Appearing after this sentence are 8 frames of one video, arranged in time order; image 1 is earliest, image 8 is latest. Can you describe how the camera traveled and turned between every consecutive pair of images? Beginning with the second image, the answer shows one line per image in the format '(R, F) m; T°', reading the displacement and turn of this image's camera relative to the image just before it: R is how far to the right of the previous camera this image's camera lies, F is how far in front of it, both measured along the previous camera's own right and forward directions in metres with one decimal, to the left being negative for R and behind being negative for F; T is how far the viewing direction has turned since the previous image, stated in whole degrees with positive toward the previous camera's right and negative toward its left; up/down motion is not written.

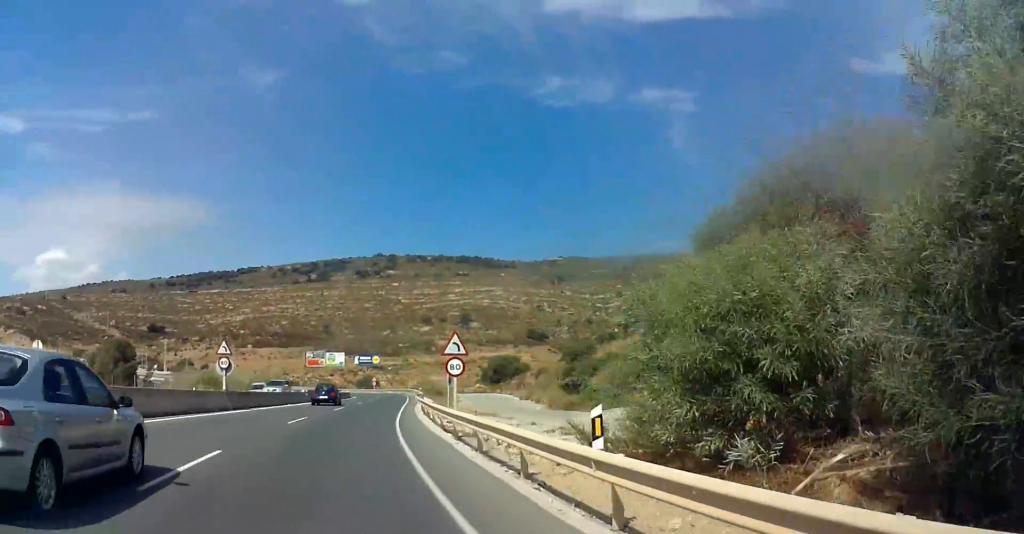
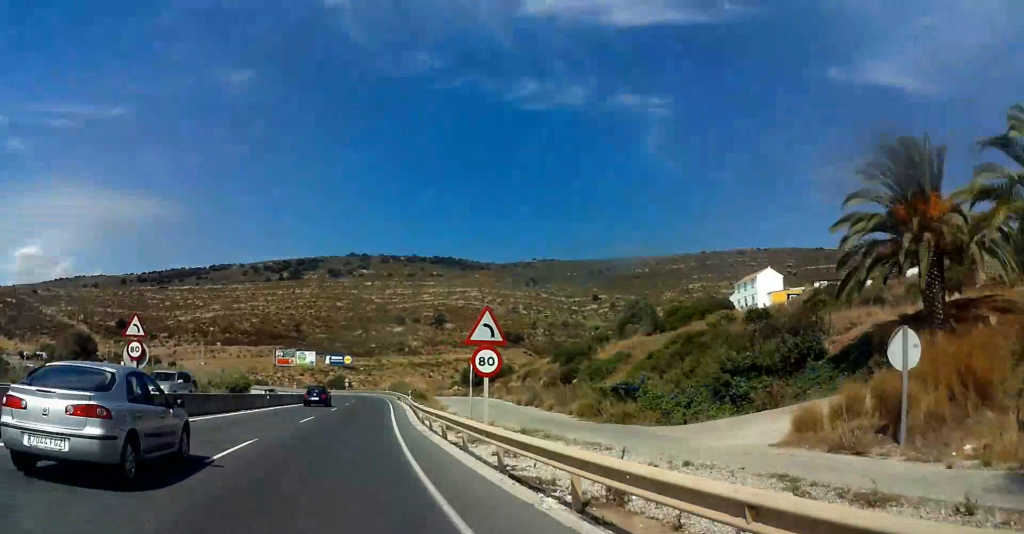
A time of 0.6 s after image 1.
(0.0, +10.6) m; +3°
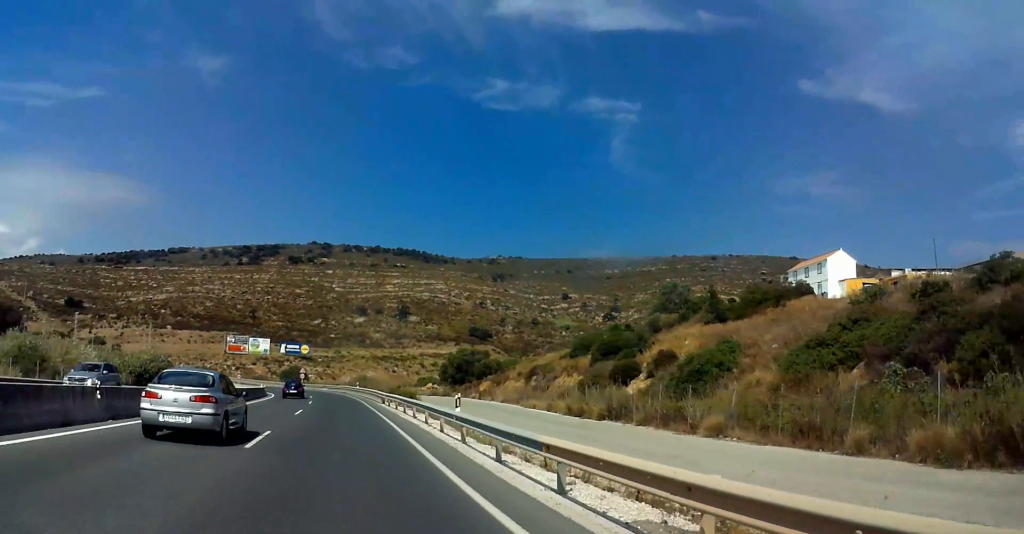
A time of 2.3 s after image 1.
(+1.7, +27.7) m; +5°
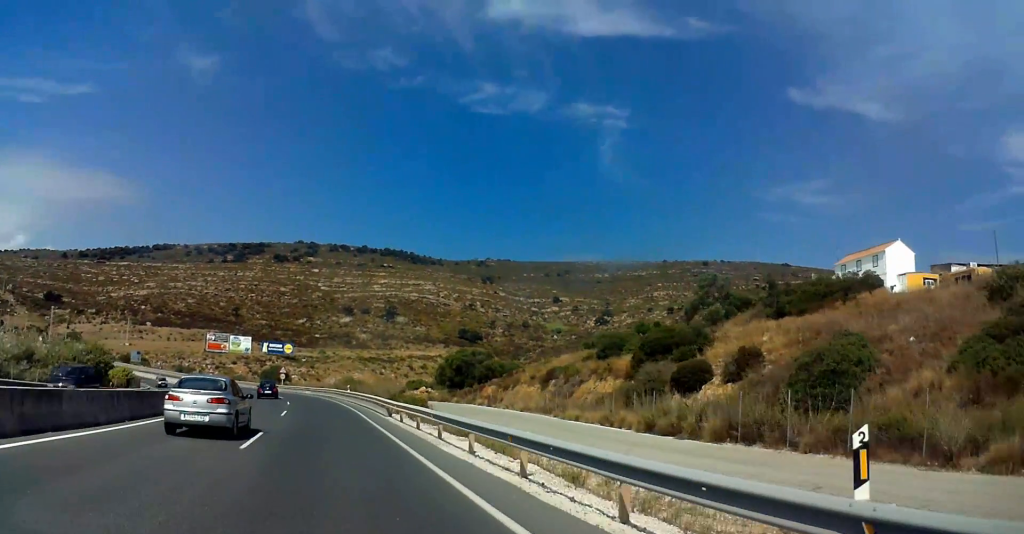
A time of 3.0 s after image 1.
(+0.3, +13.1) m; +2°
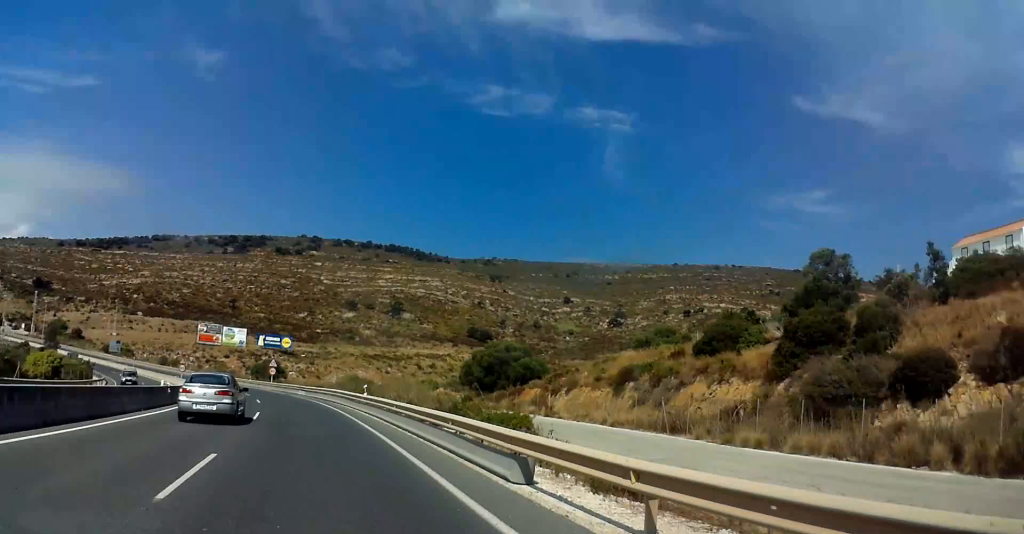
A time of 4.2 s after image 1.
(+0.4, +21.0) m; 0°
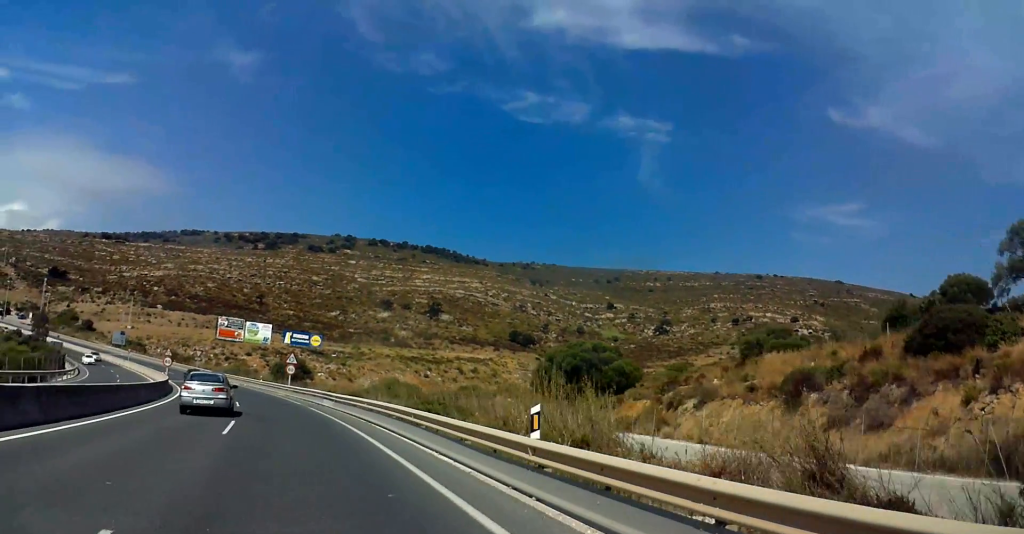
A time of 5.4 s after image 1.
(-0.6, +21.1) m; -2°
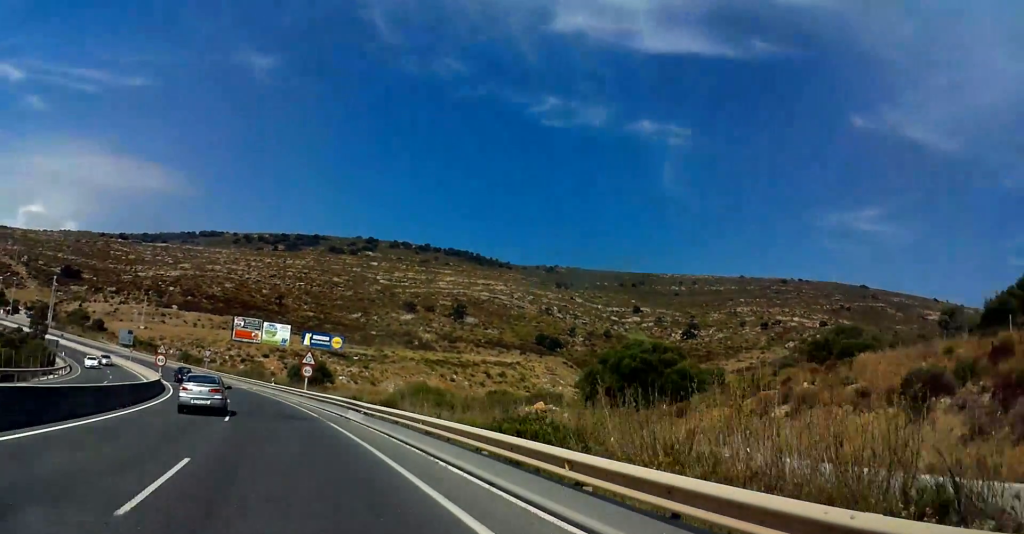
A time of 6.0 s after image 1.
(0.0, +9.9) m; -2°
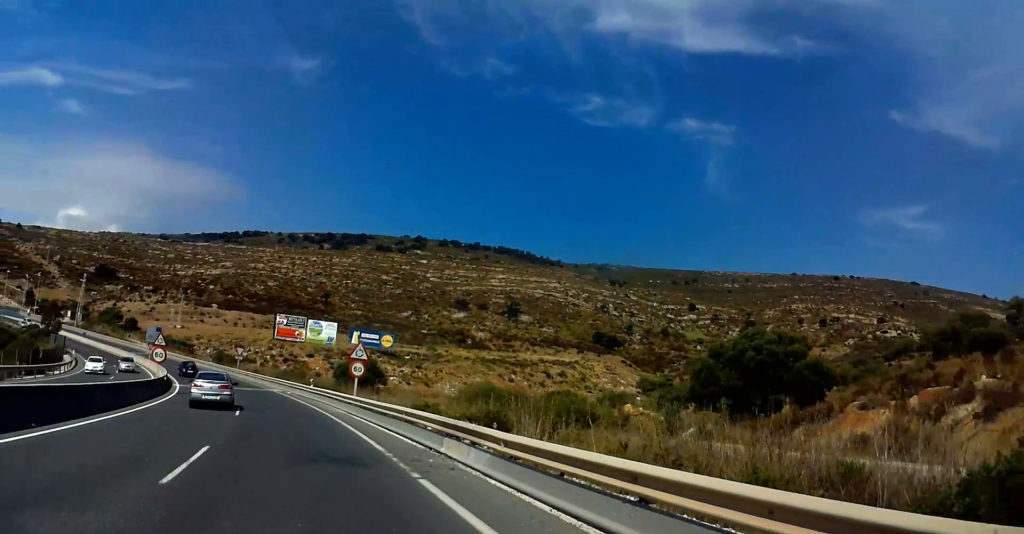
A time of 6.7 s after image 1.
(-0.1, +12.6) m; -3°
